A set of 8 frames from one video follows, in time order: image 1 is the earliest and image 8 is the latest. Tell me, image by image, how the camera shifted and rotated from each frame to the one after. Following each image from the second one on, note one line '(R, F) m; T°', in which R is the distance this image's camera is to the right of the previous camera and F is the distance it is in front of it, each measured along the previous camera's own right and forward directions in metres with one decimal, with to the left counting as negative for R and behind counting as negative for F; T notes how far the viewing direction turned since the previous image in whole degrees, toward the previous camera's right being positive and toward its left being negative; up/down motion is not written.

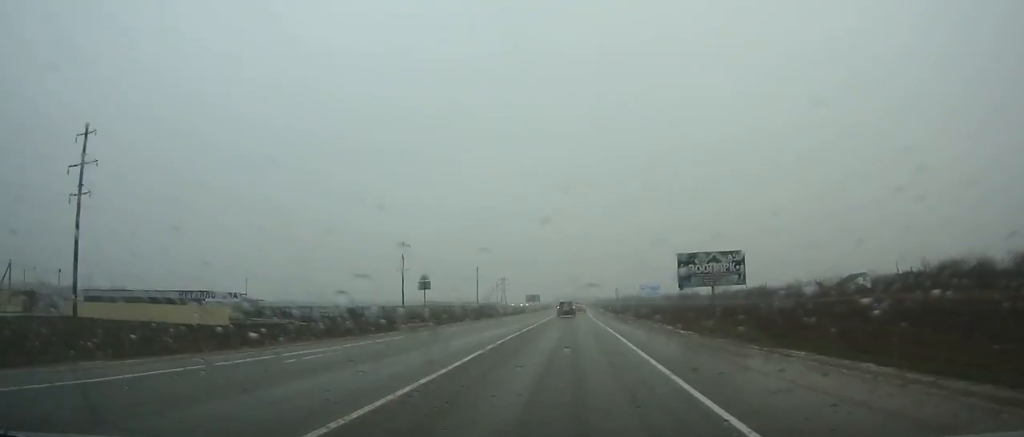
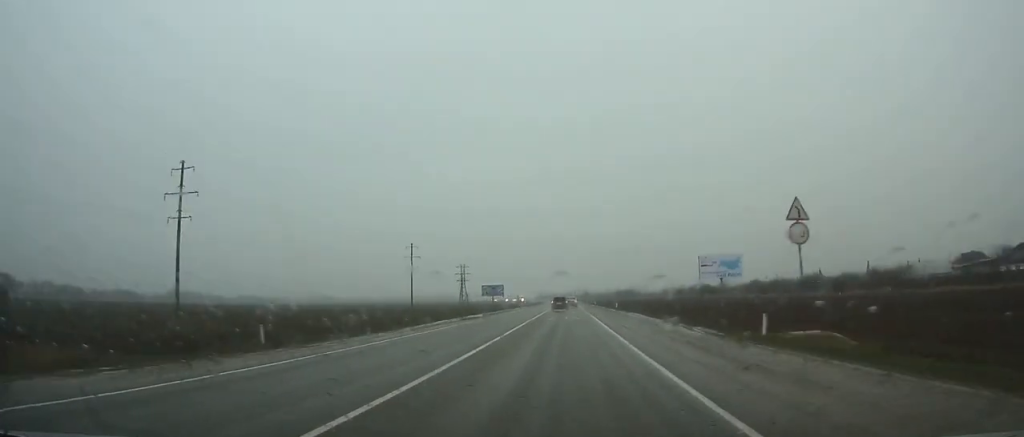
(+0.6, +91.1) m; +1°
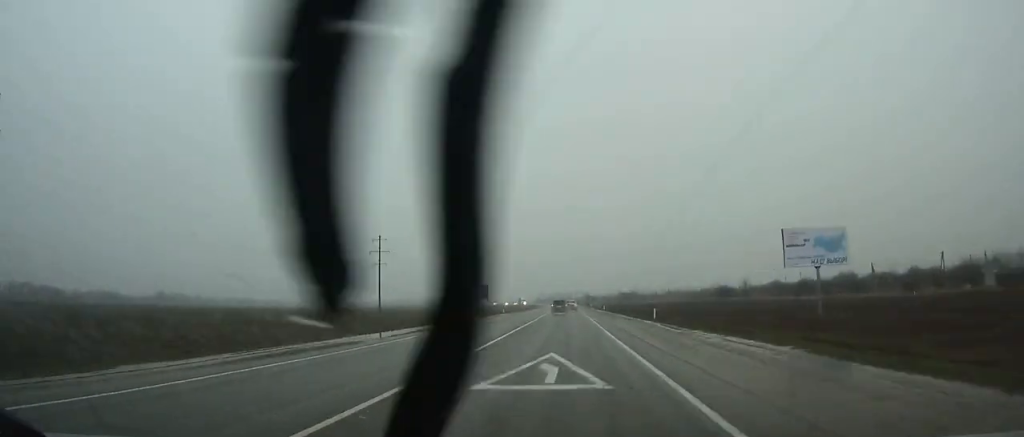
(+0.2, +30.2) m; 0°
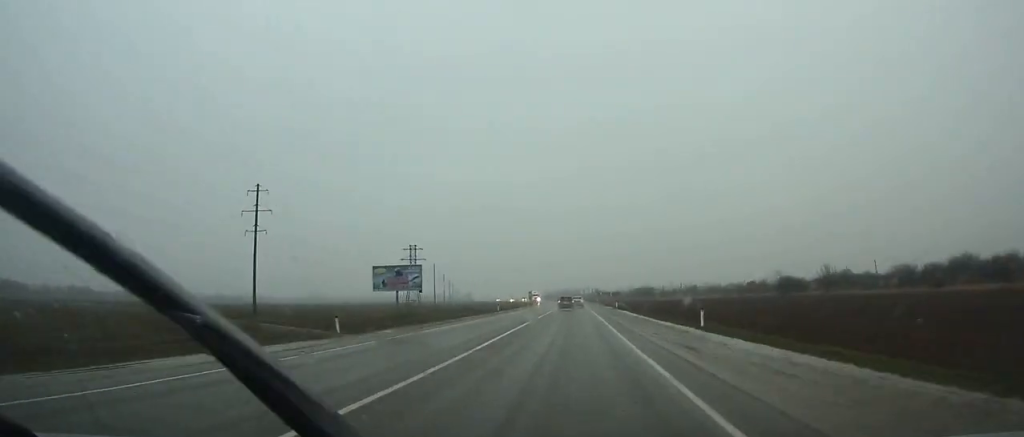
(-0.3, +63.5) m; 0°
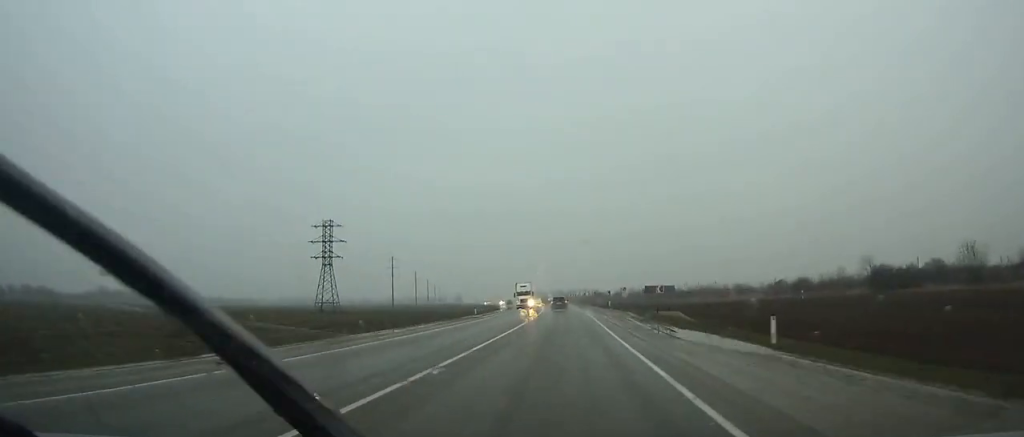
(-0.2, +58.6) m; -1°
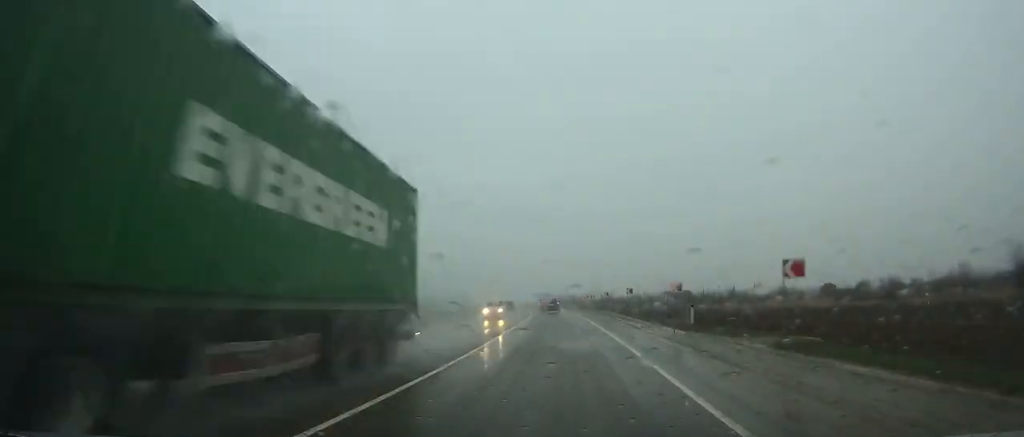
(-0.2, +43.3) m; -2°
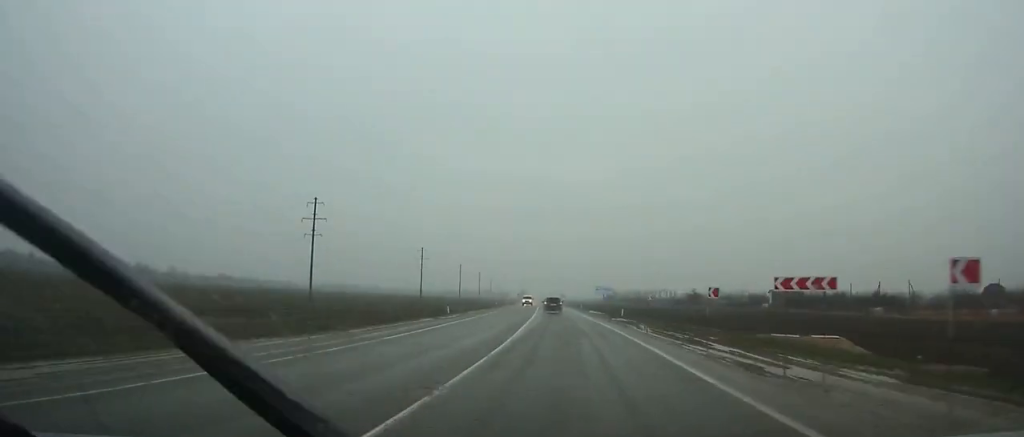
(-2.2, +72.8) m; -4°
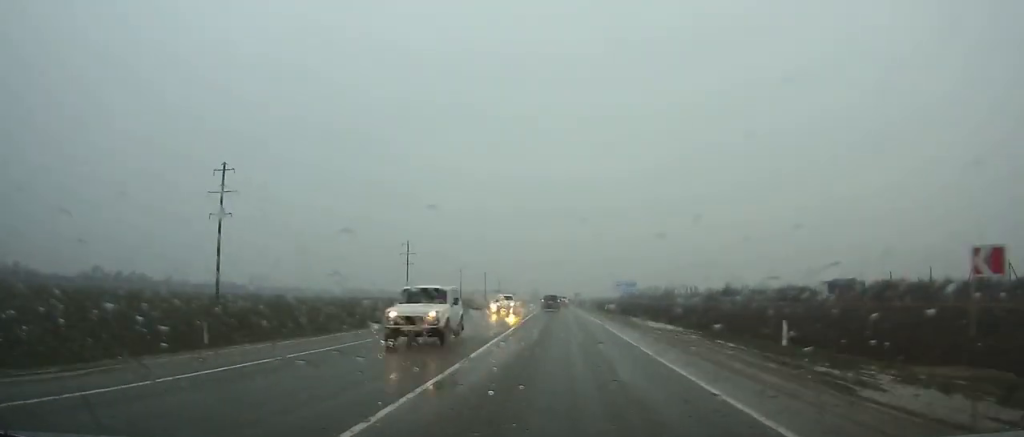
(-1.2, +35.6) m; -2°
